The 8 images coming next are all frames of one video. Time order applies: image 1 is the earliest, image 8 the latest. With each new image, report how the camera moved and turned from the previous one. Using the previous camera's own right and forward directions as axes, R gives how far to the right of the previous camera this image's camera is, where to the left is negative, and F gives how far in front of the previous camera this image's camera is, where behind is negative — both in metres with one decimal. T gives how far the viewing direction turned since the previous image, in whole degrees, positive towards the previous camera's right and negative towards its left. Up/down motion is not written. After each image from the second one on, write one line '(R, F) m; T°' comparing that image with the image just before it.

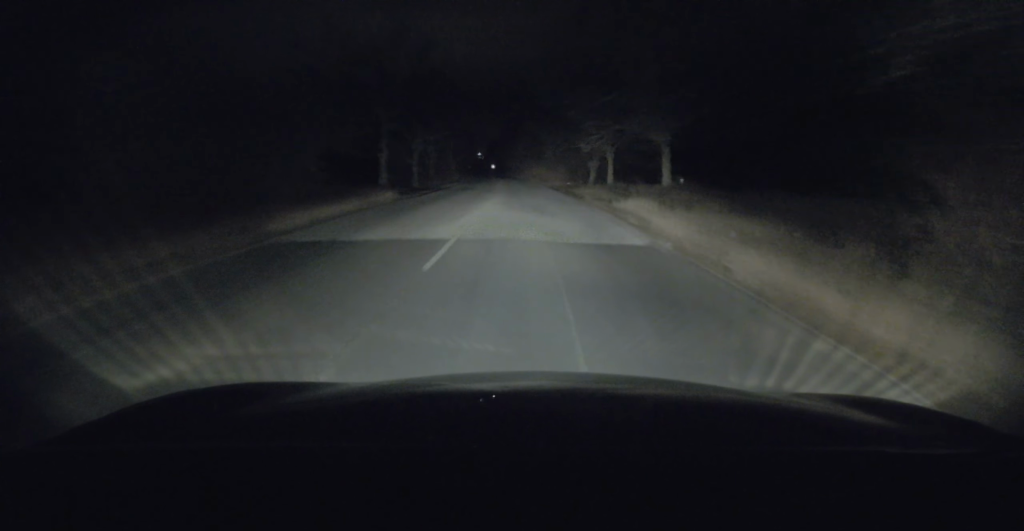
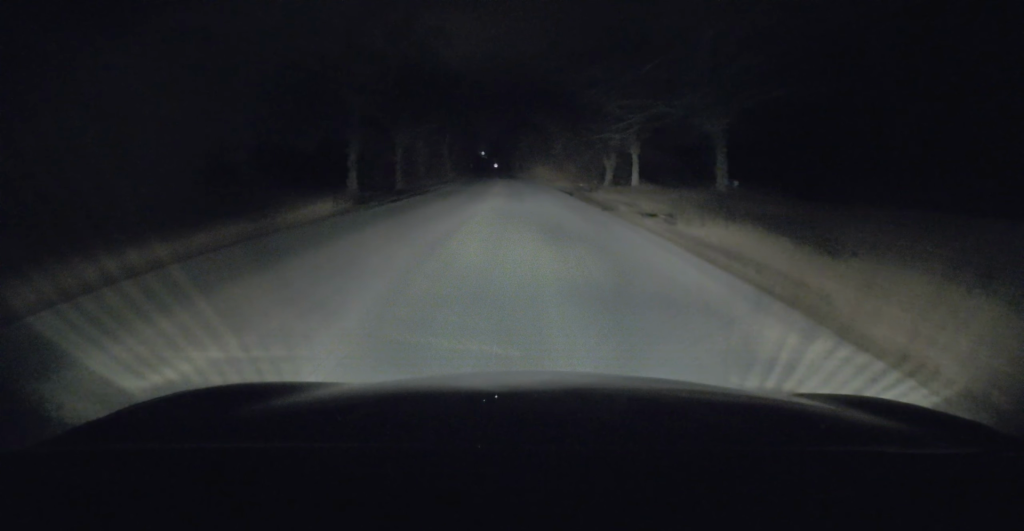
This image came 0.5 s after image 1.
(0.0, +8.7) m; -1°
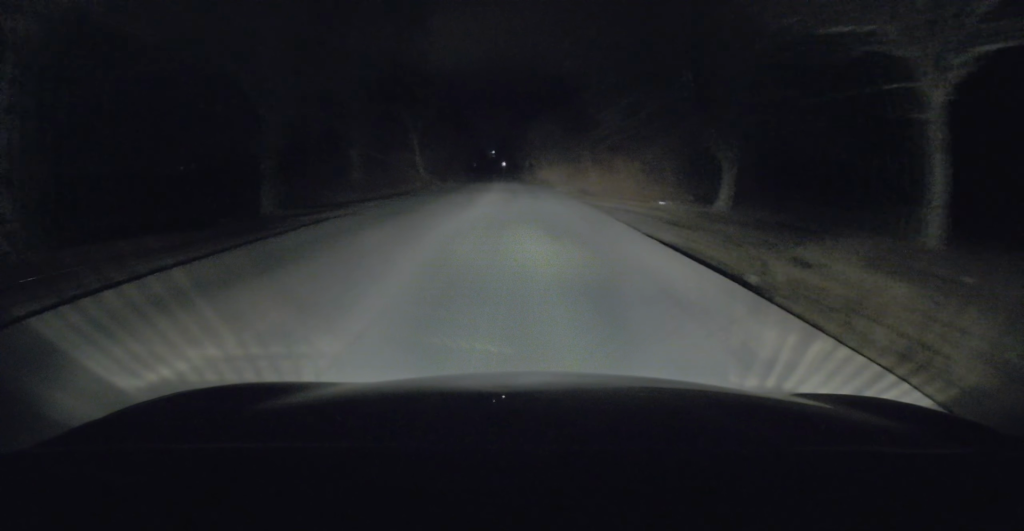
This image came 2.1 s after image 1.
(-0.5, +26.0) m; -1°
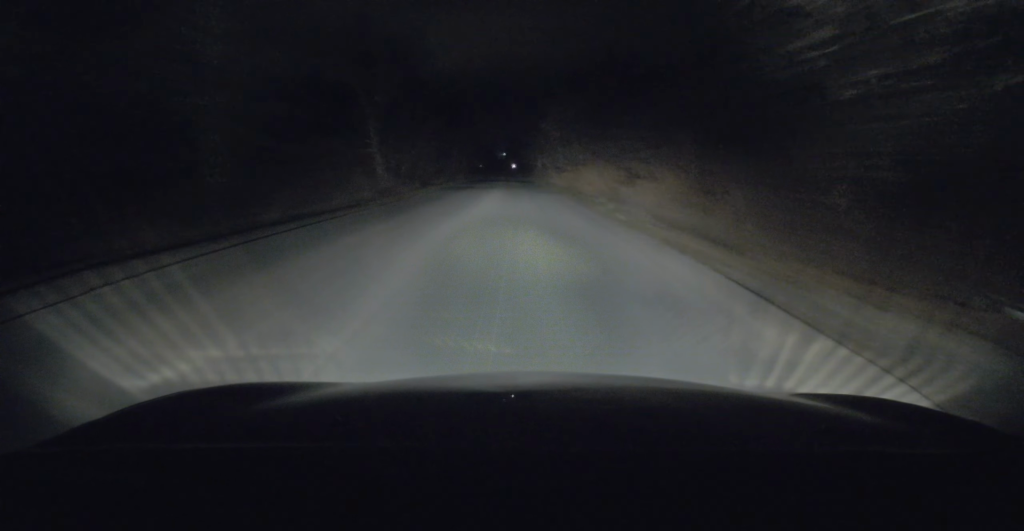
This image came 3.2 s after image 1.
(+0.3, +16.8) m; 0°
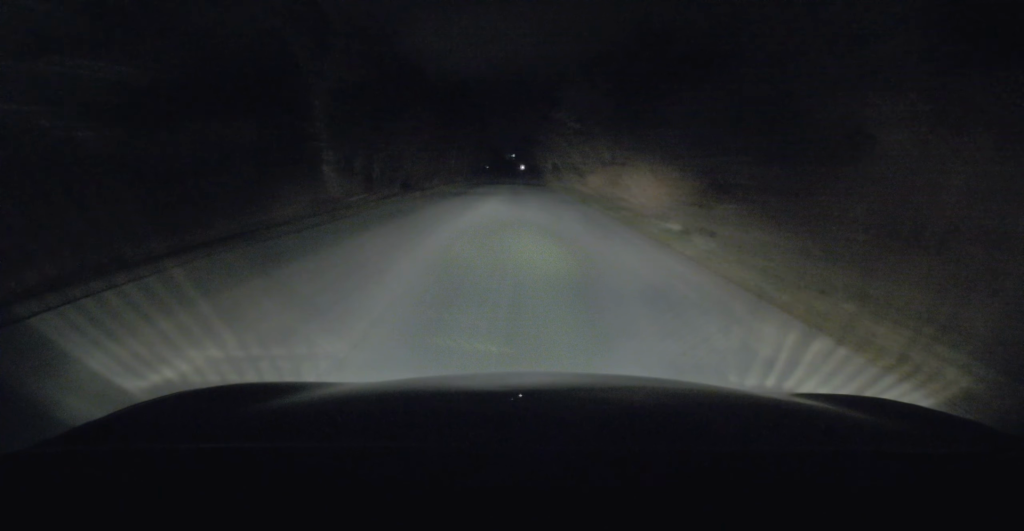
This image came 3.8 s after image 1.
(-0.3, +9.7) m; -1°
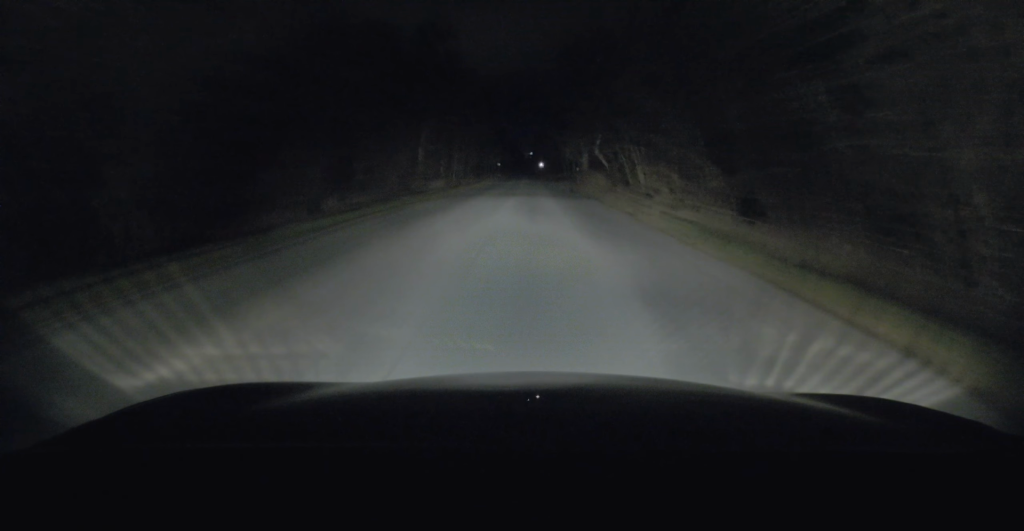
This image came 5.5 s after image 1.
(-0.6, +28.7) m; -2°
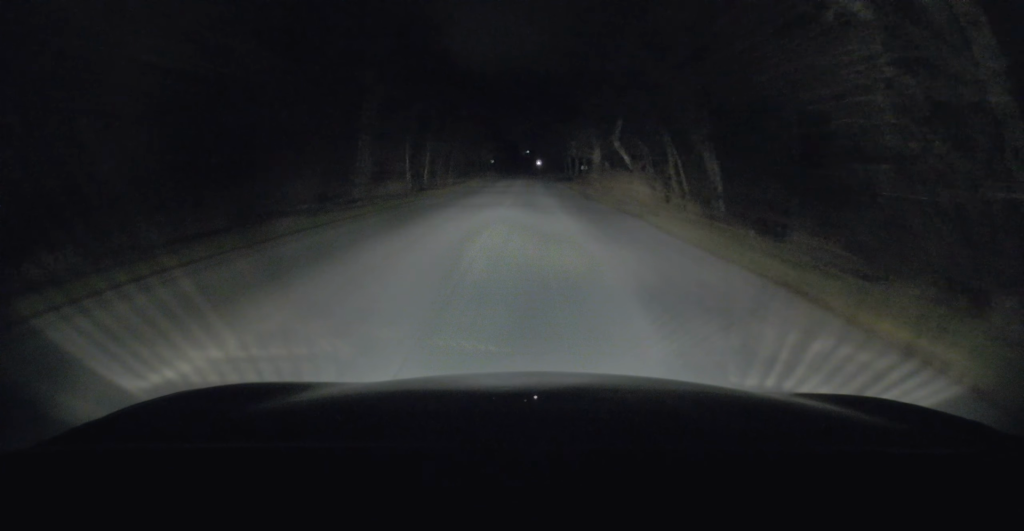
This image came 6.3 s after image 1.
(0.0, +12.5) m; 0°
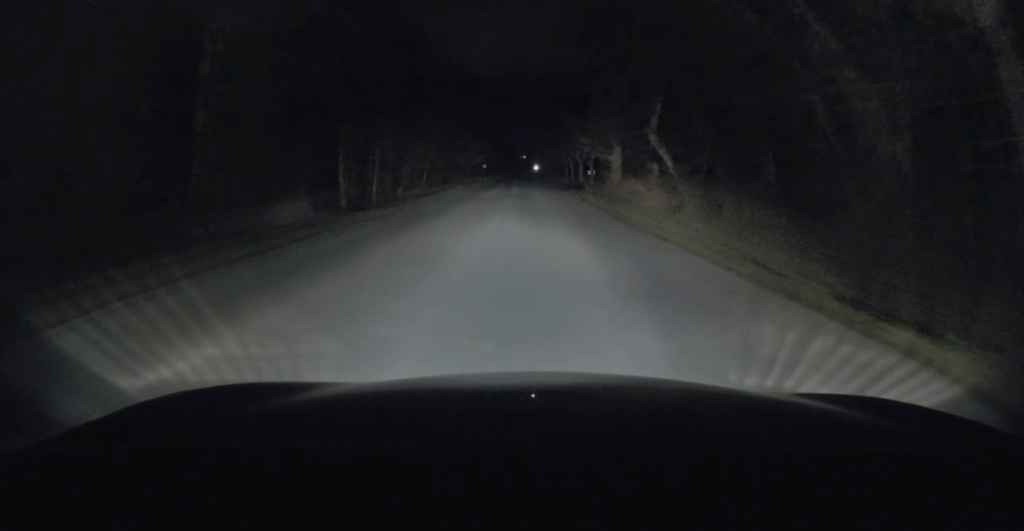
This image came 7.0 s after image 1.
(+0.3, +11.9) m; 0°
